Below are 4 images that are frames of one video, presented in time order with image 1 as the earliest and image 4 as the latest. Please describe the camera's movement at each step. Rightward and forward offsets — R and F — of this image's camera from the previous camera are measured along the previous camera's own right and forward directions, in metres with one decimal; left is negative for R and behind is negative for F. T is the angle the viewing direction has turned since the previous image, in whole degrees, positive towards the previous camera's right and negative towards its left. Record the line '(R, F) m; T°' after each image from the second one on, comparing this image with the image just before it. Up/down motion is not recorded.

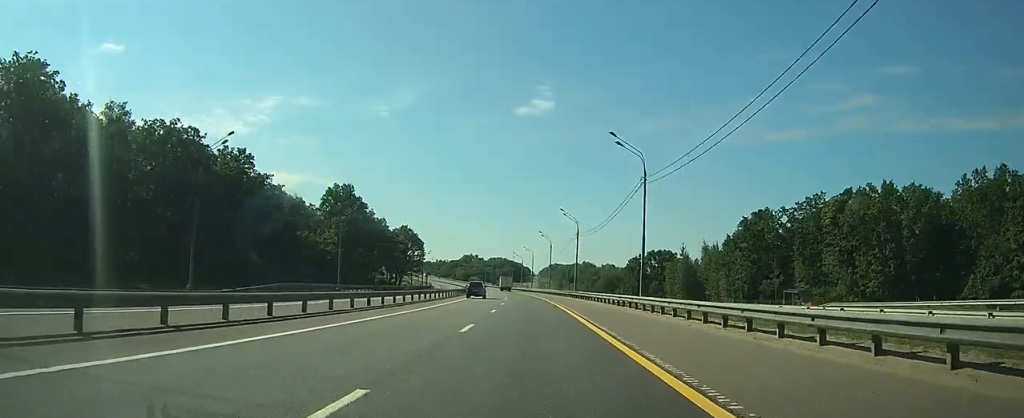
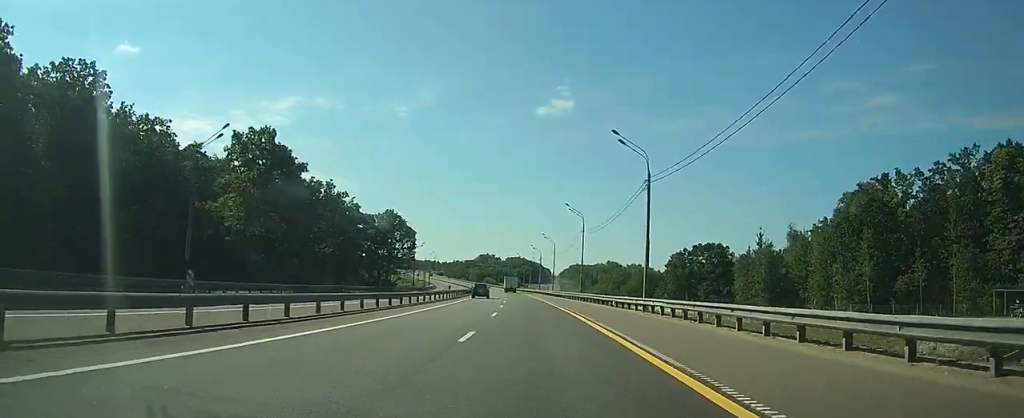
(-0.7, +38.8) m; -2°
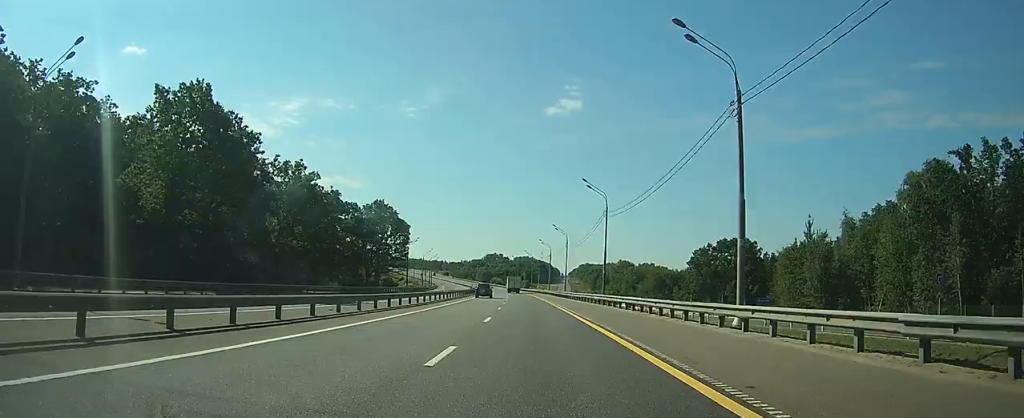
(-0.1, +16.2) m; -1°
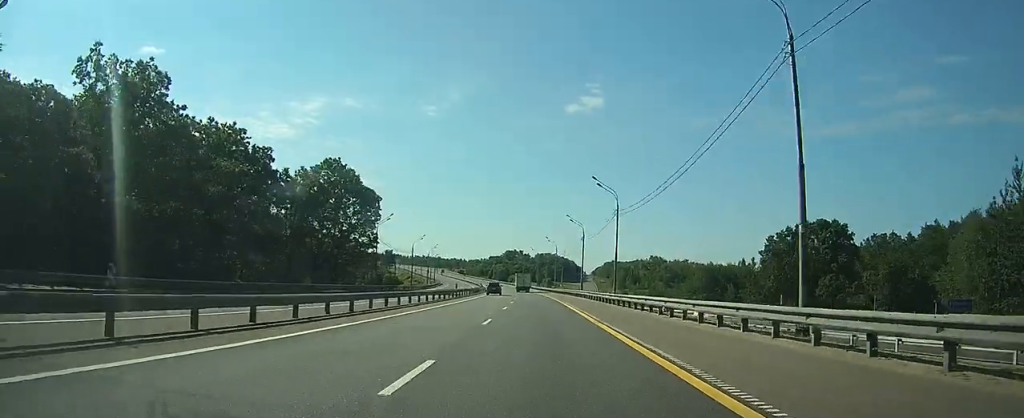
(-1.0, +38.9) m; -2°
